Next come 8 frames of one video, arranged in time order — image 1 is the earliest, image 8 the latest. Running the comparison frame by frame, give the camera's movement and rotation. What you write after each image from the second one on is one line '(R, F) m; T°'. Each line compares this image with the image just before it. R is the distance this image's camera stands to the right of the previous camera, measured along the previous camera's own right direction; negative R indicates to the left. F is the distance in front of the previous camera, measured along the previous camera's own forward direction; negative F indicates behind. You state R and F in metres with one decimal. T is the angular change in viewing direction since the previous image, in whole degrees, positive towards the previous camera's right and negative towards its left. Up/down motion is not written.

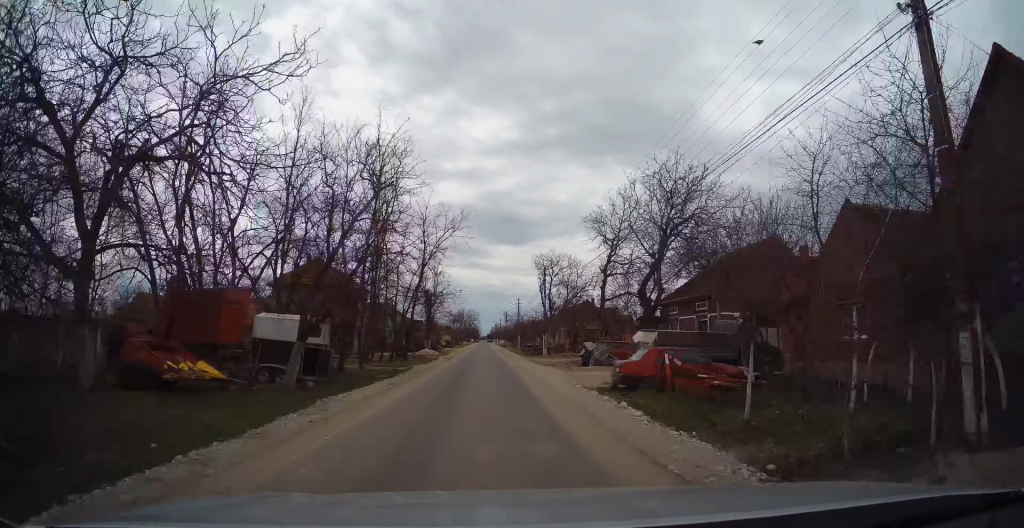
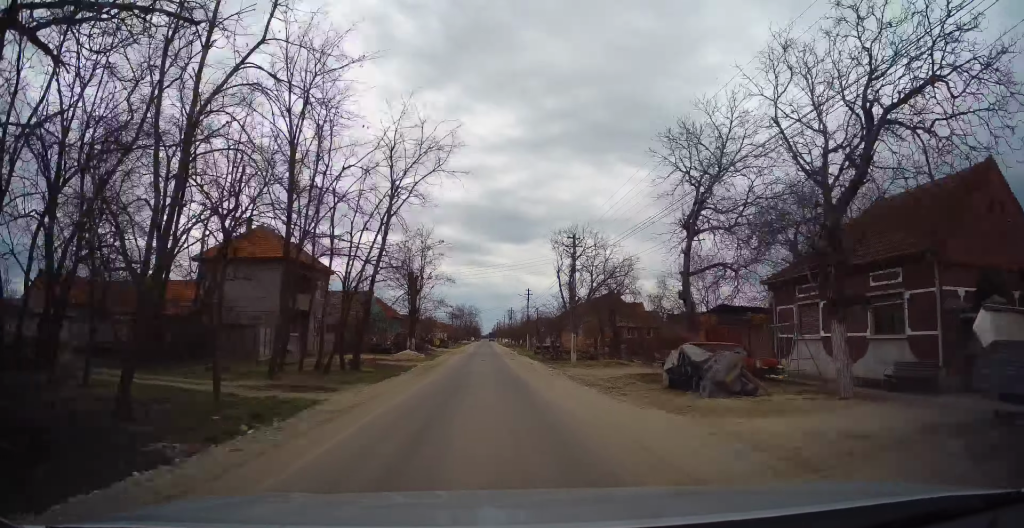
(0.0, +15.3) m; 0°
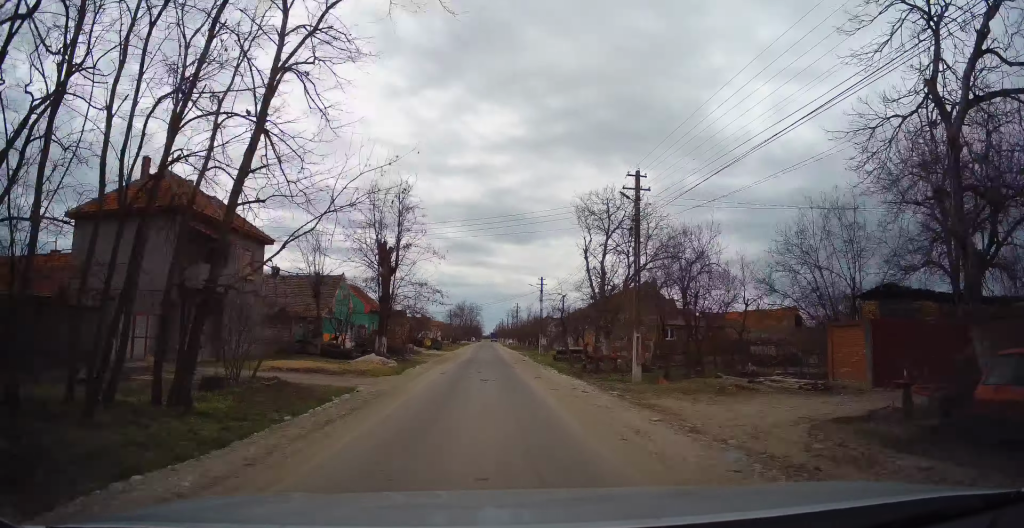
(+0.1, +14.1) m; 0°
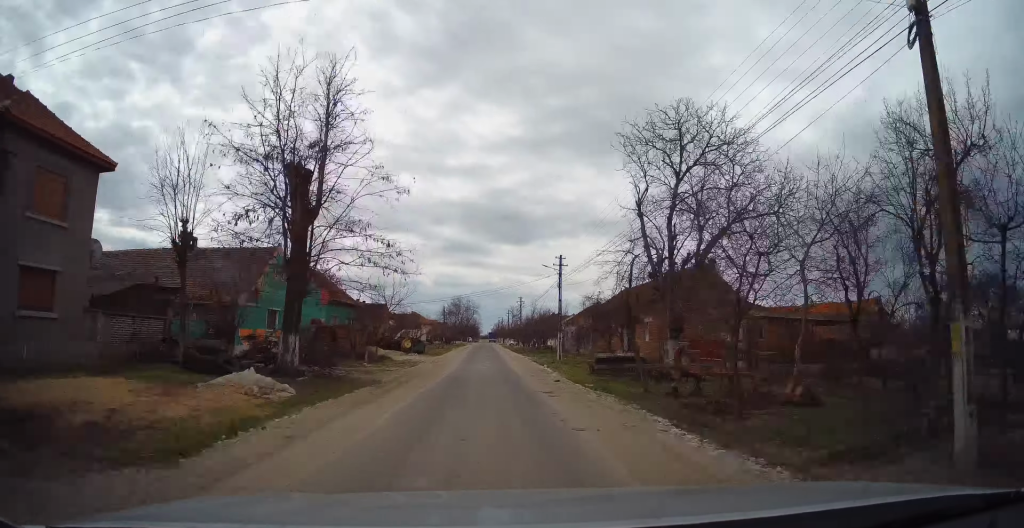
(+0.1, +15.1) m; -1°
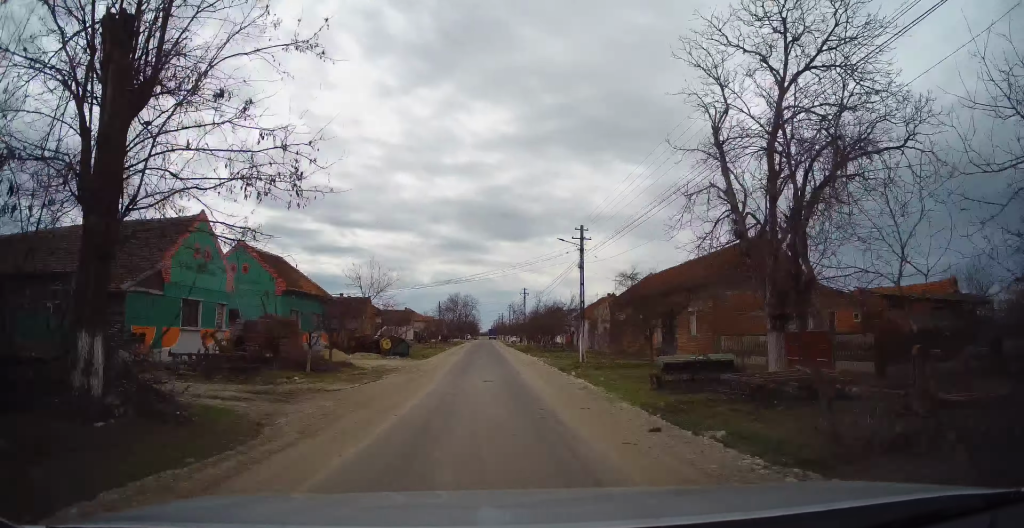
(-0.1, +9.7) m; -1°
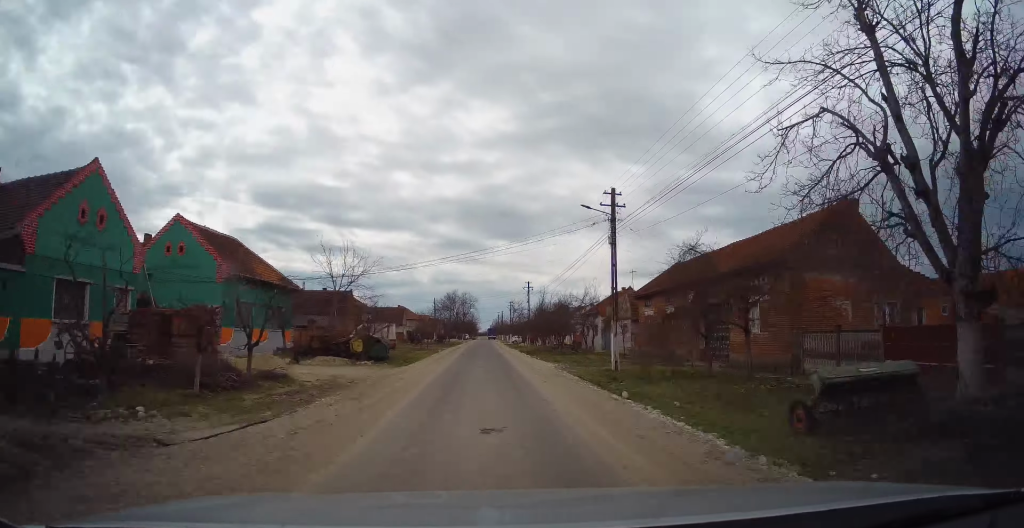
(-0.1, +8.0) m; 0°
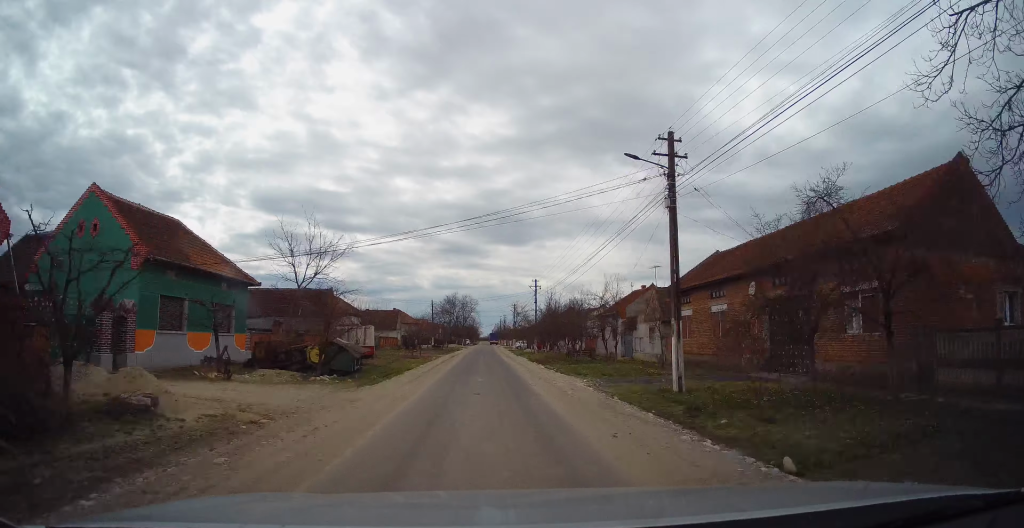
(-0.1, +7.5) m; 0°
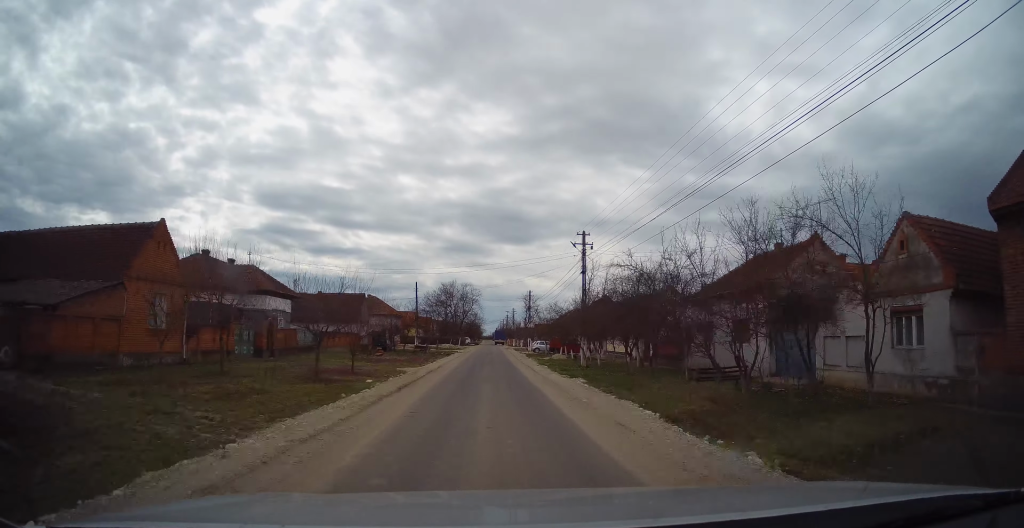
(+0.4, +26.0) m; +2°
